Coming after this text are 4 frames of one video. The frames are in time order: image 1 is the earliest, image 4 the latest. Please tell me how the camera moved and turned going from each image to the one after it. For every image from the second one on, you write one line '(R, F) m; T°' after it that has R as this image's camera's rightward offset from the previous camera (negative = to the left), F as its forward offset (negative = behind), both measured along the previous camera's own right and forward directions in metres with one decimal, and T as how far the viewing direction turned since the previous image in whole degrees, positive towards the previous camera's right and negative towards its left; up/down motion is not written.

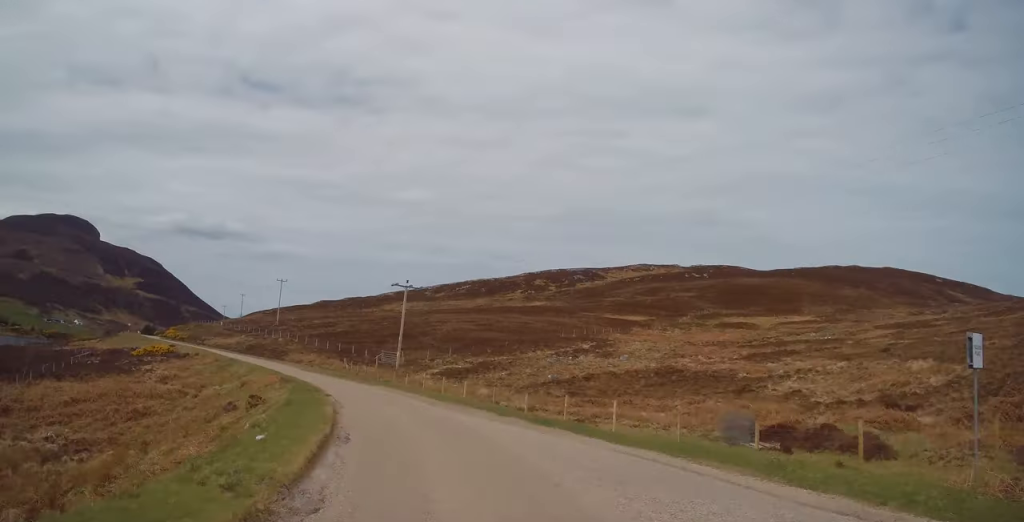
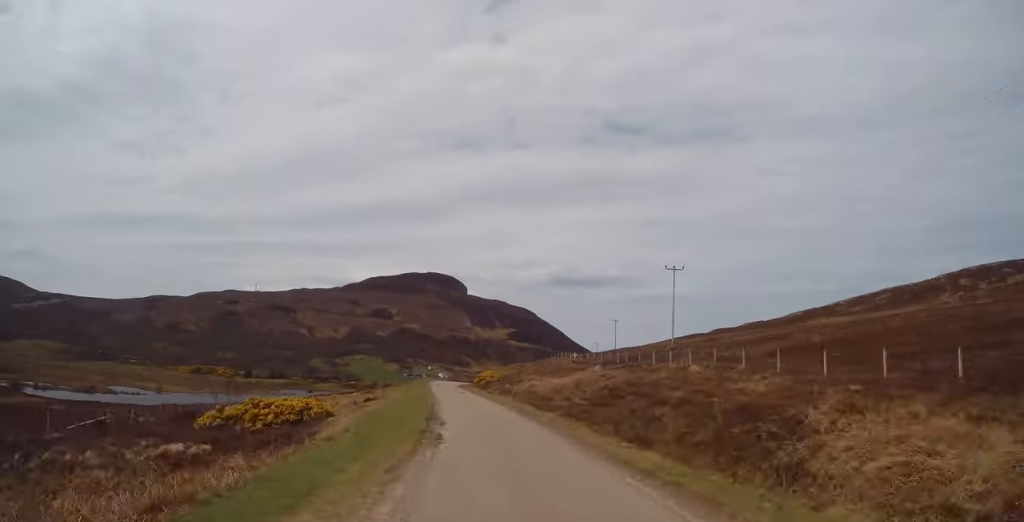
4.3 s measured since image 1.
(-16.0, +57.8) m; -19°
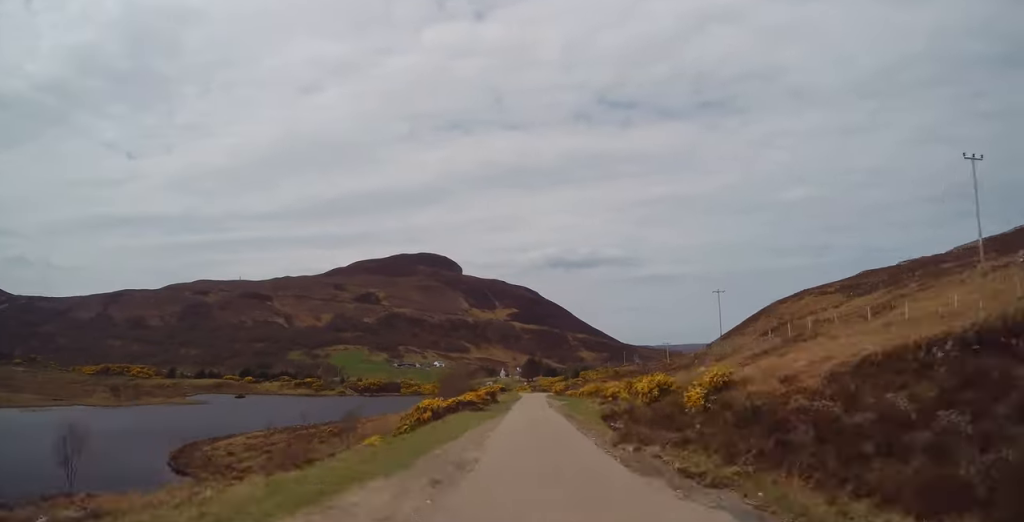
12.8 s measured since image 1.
(-1.9, +115.3) m; +3°
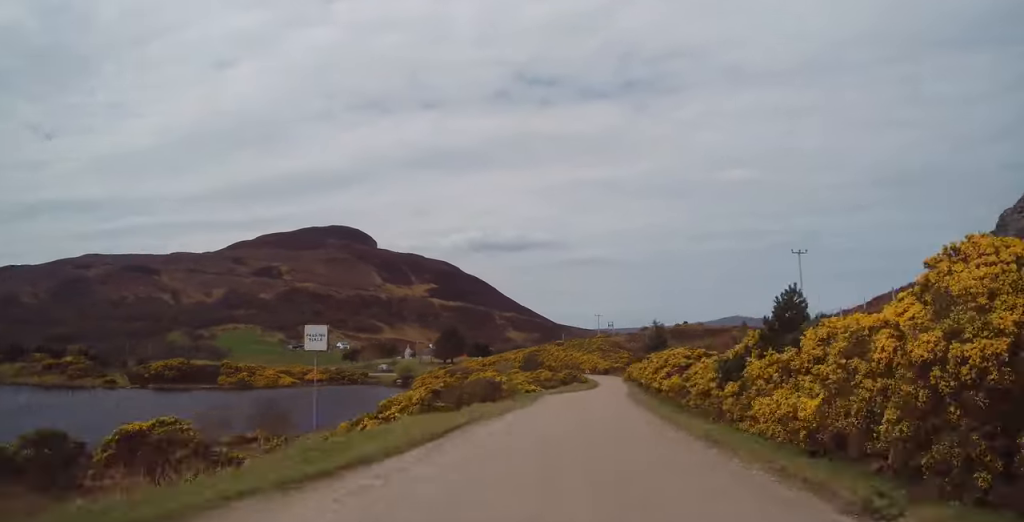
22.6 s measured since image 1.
(+10.2, +123.3) m; +13°
